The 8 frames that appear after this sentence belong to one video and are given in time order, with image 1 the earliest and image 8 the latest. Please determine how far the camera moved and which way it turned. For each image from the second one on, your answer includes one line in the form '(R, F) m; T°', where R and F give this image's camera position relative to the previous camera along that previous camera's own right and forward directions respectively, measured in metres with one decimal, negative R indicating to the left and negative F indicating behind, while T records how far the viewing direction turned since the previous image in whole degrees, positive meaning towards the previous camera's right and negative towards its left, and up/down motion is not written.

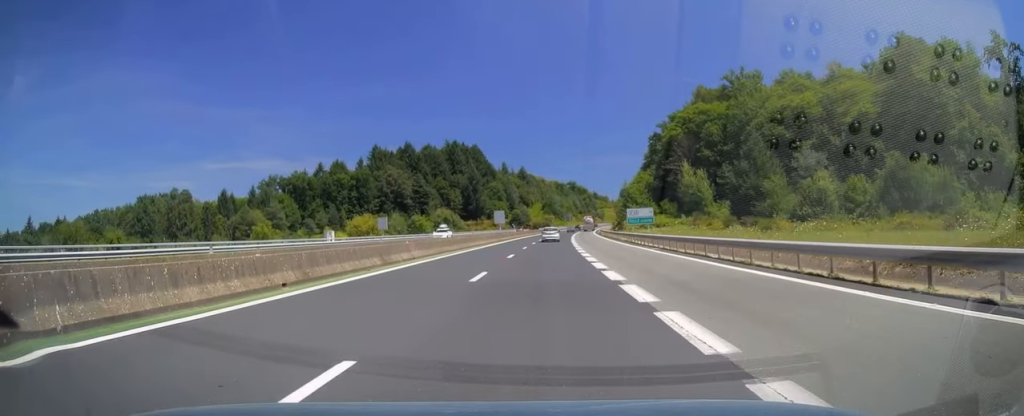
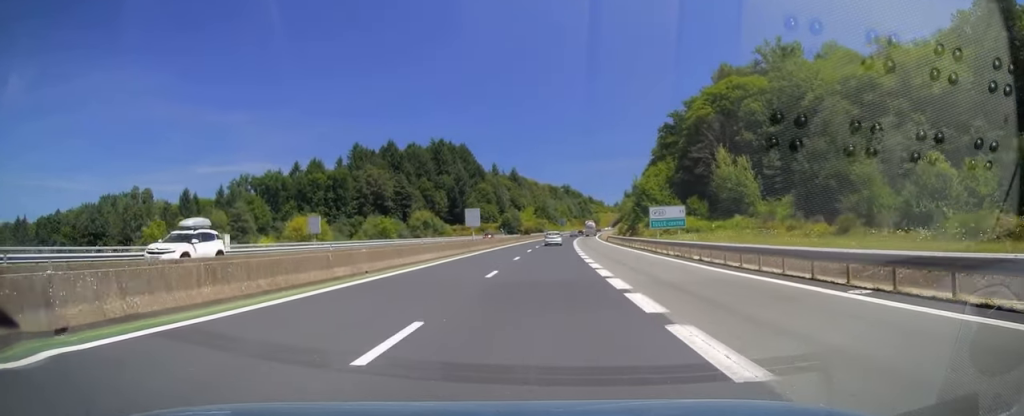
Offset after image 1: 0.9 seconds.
(+0.3, +22.8) m; +1°
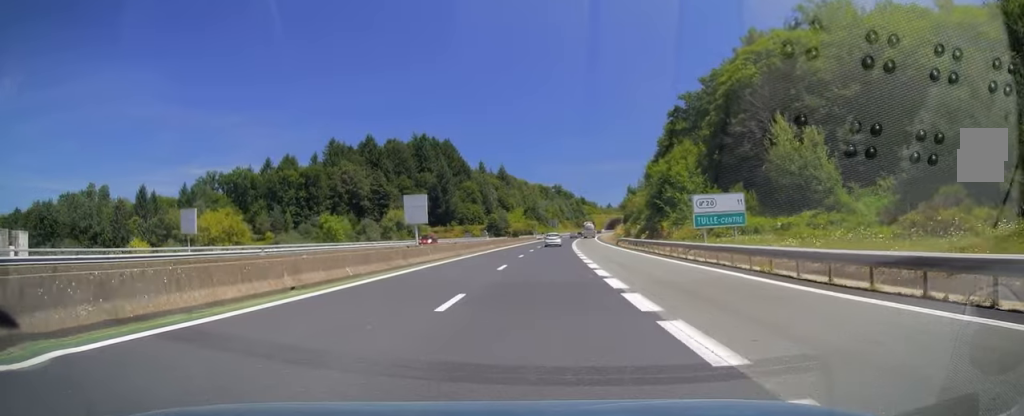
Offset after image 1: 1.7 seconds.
(+0.1, +21.2) m; +1°
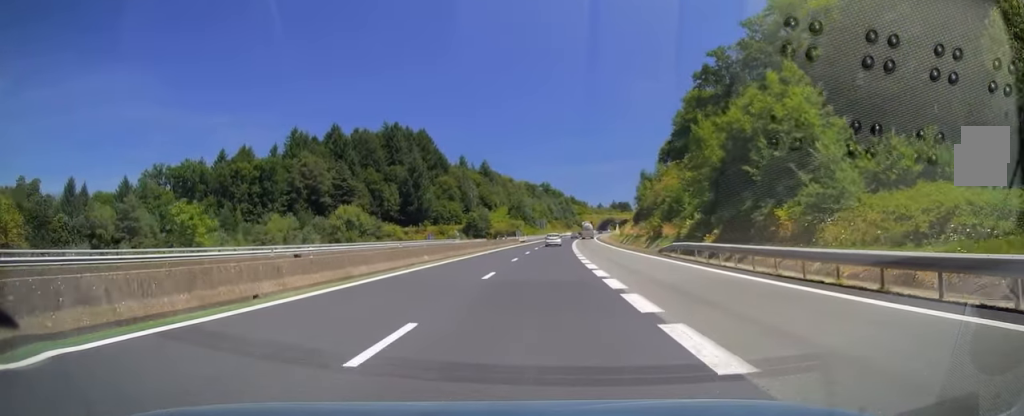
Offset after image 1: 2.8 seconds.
(+0.2, +30.3) m; +1°
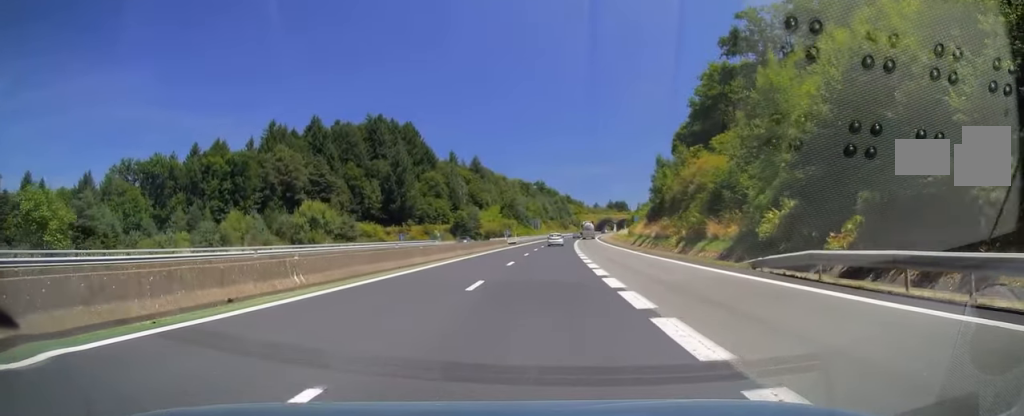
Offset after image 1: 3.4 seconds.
(+0.1, +16.7) m; 0°
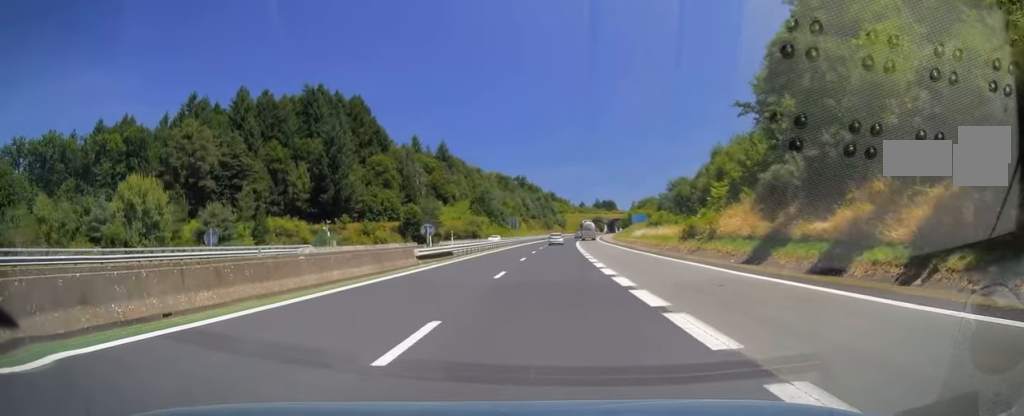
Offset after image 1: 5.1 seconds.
(+0.5, +47.0) m; +1°
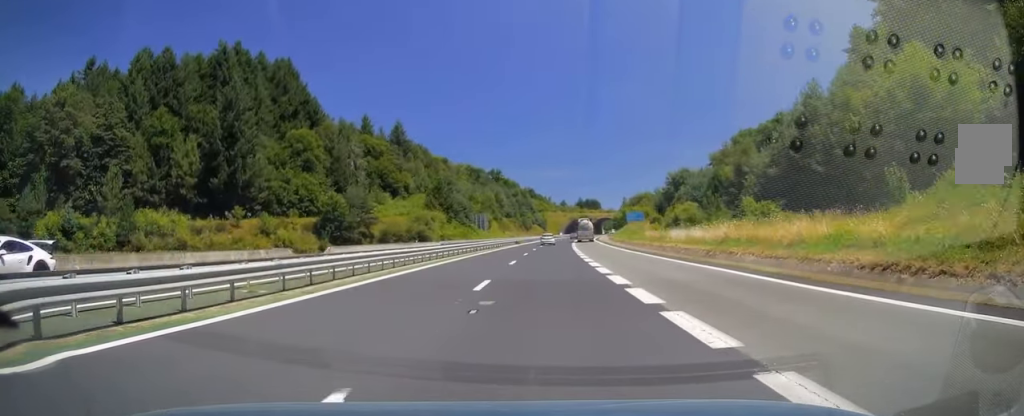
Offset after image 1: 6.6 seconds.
(+0.8, +42.7) m; +2°
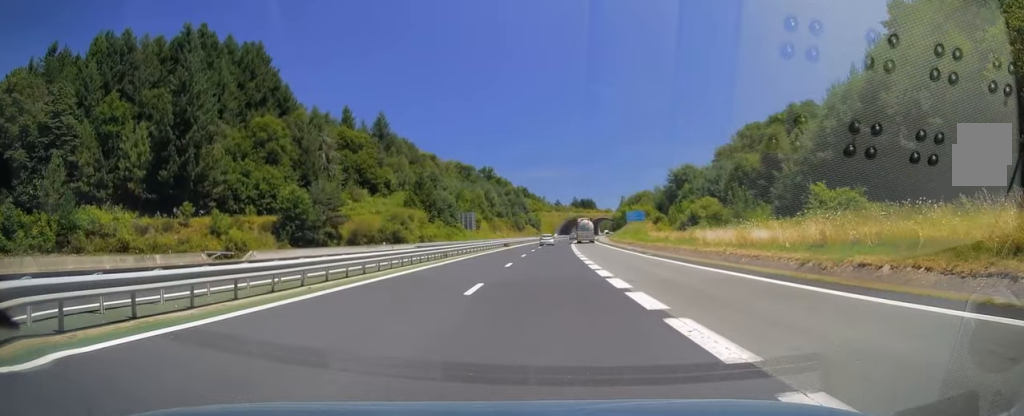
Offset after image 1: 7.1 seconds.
(+0.1, +13.9) m; +1°
